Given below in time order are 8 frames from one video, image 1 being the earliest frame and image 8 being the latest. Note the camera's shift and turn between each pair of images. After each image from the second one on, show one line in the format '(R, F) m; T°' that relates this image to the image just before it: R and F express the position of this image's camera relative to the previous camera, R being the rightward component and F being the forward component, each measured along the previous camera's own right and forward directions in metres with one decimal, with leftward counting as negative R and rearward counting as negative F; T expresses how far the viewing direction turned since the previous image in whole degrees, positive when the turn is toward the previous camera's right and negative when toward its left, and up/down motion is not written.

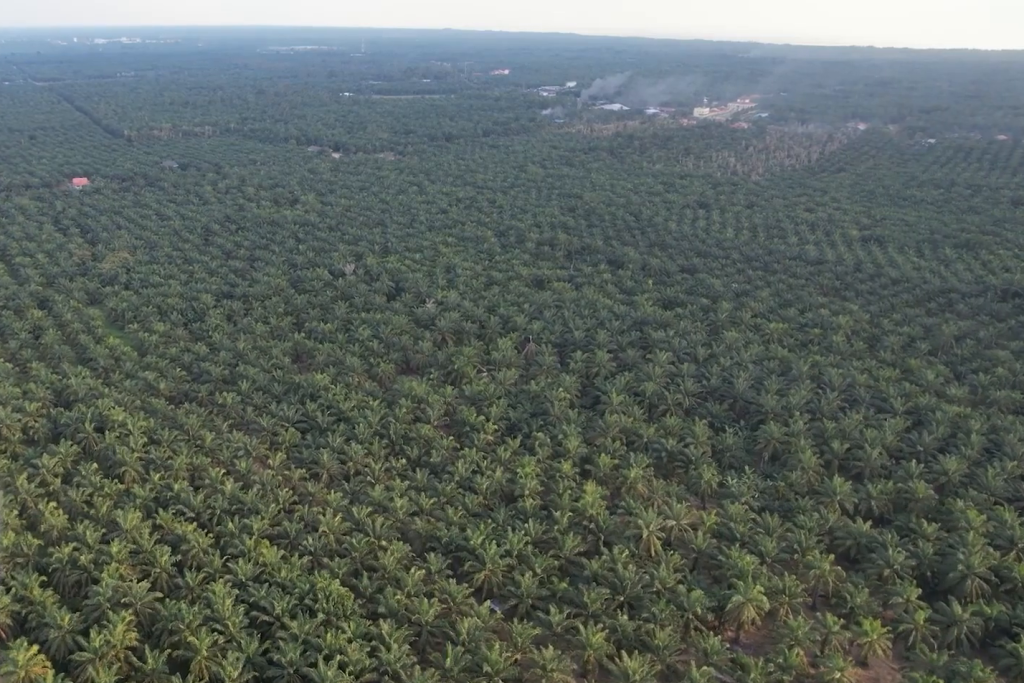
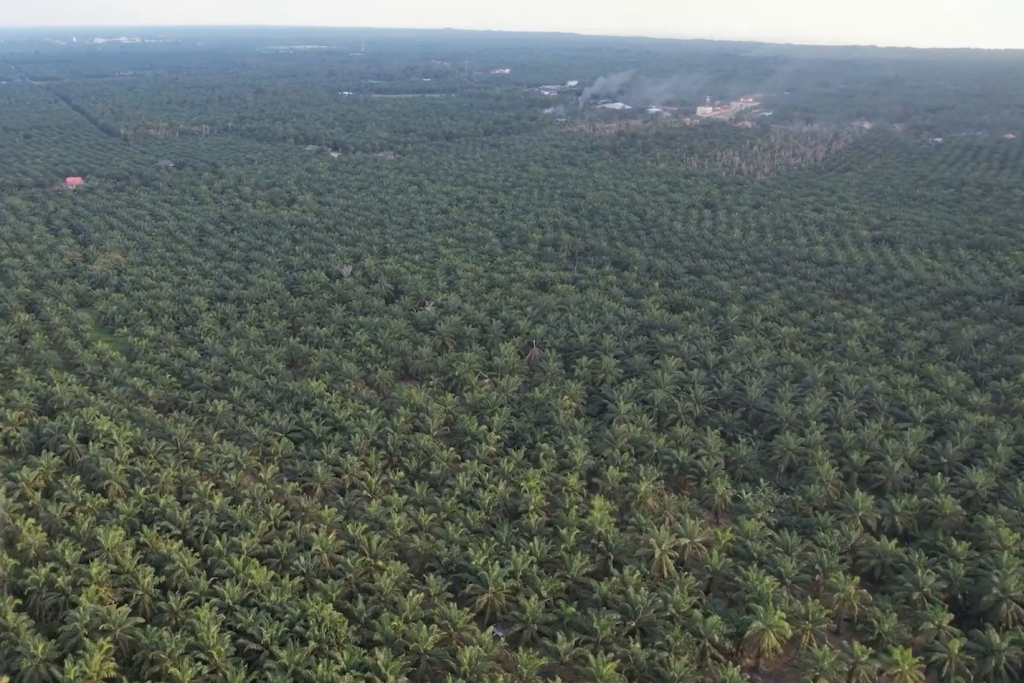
(0.0, +10.2) m; 0°
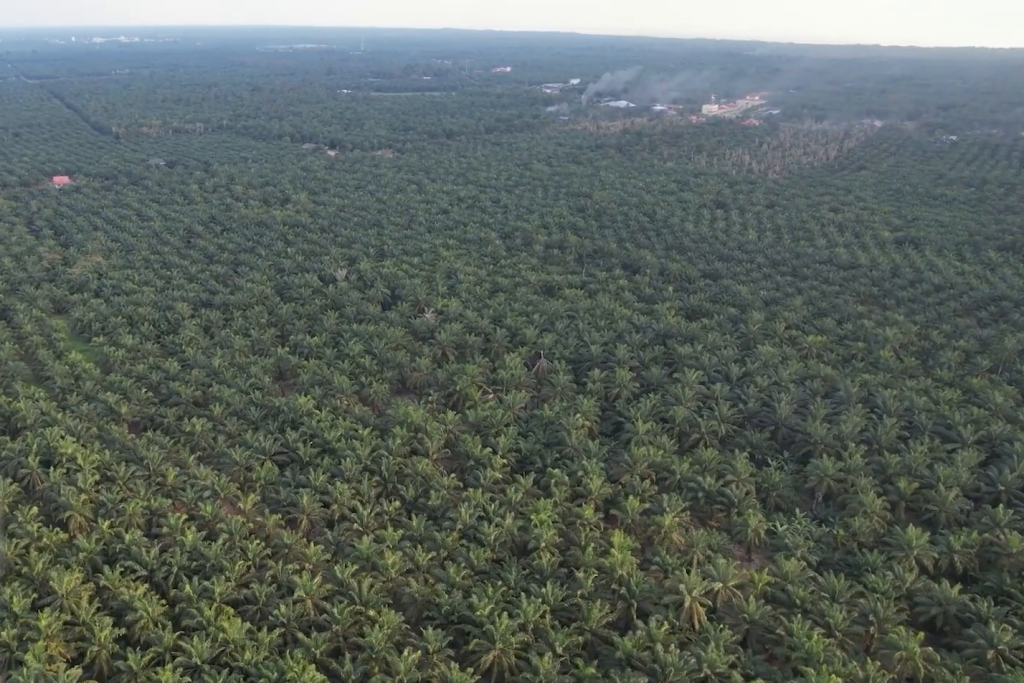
(0.0, +21.5) m; 0°
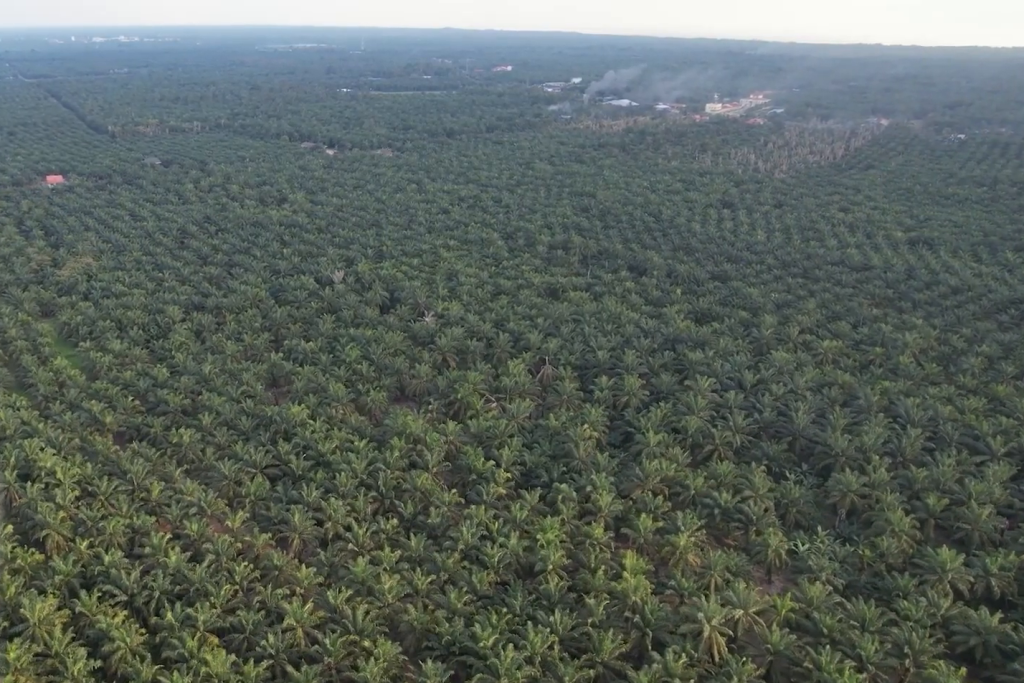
(0.0, +11.4) m; 0°
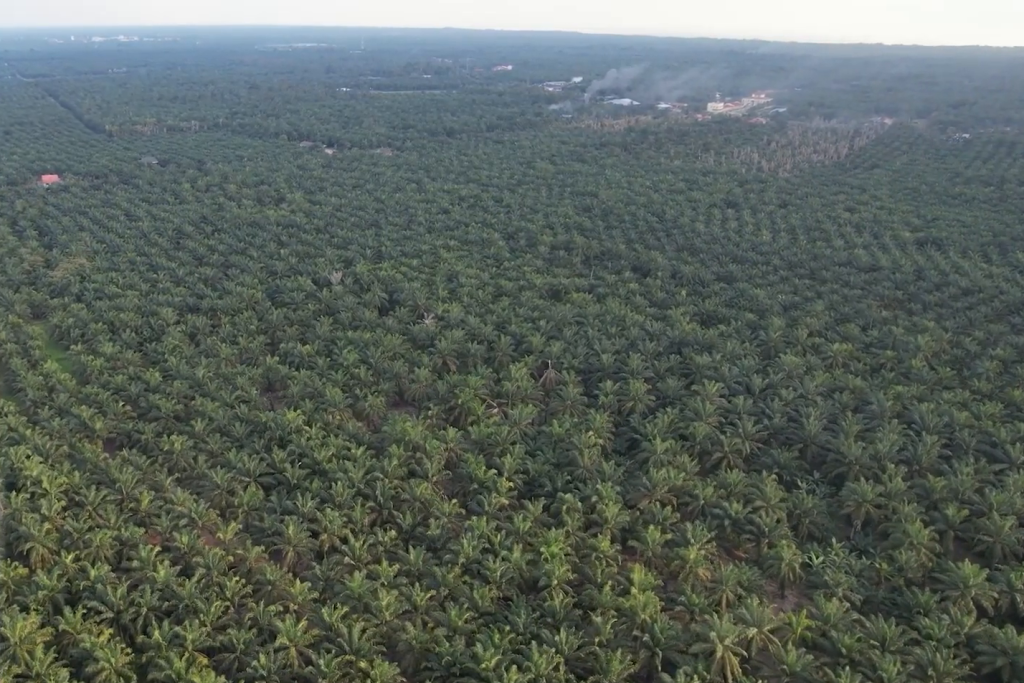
(0.0, +6.6) m; 0°
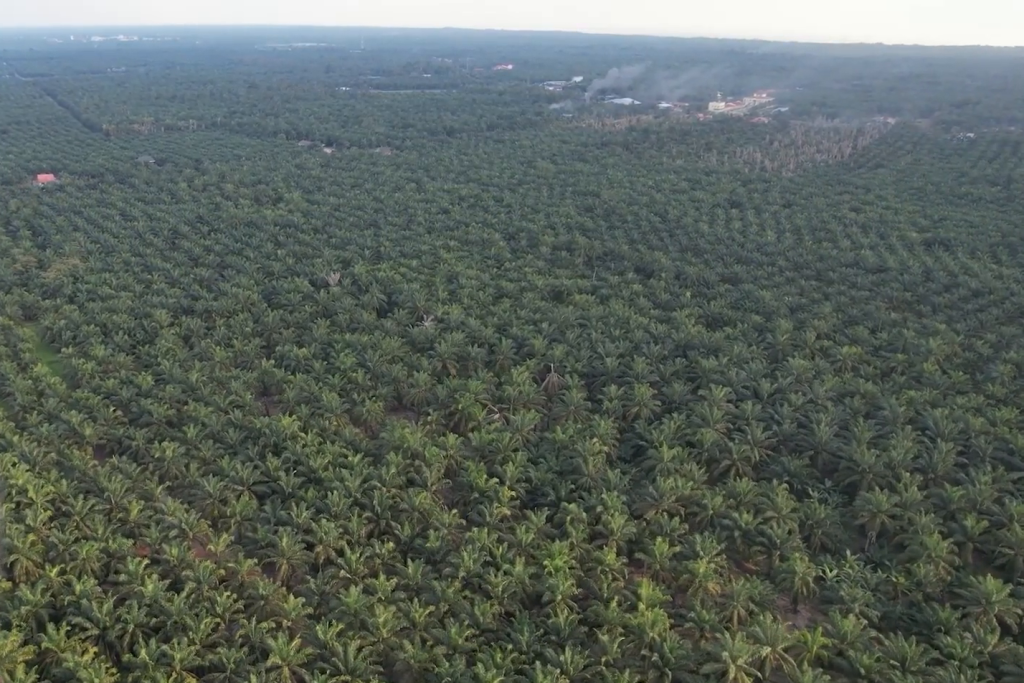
(0.0, +6.0) m; 0°
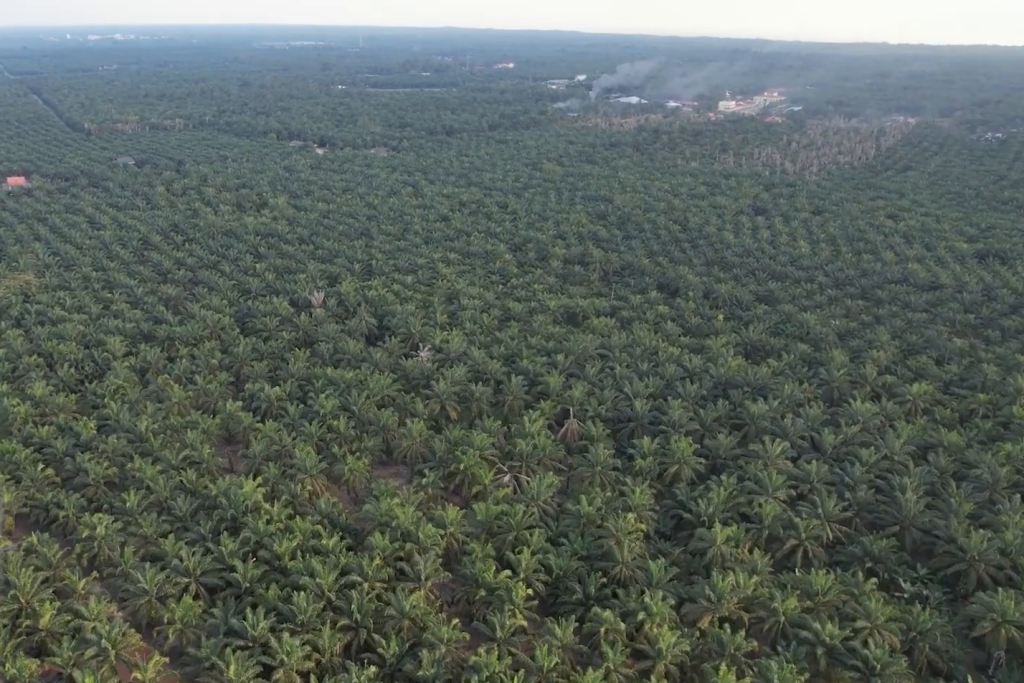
(0.0, +40.0) m; 0°
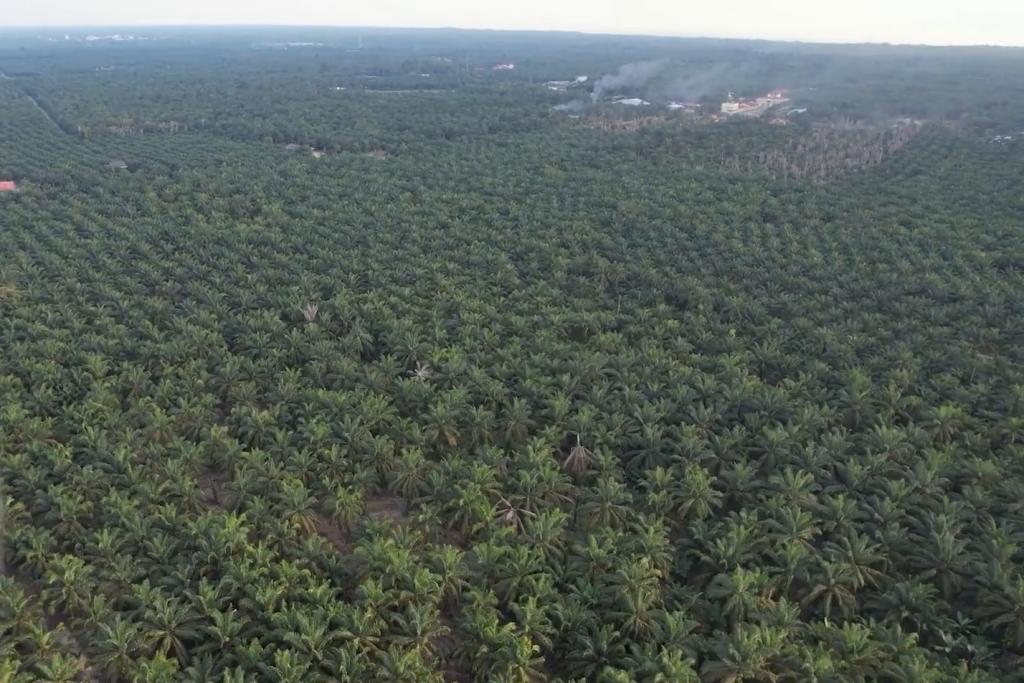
(+0.1, +13.2) m; 0°
